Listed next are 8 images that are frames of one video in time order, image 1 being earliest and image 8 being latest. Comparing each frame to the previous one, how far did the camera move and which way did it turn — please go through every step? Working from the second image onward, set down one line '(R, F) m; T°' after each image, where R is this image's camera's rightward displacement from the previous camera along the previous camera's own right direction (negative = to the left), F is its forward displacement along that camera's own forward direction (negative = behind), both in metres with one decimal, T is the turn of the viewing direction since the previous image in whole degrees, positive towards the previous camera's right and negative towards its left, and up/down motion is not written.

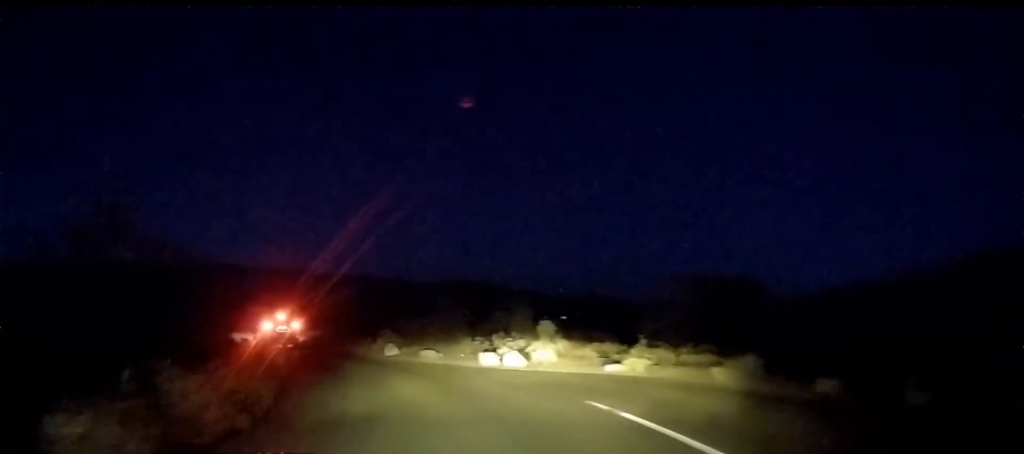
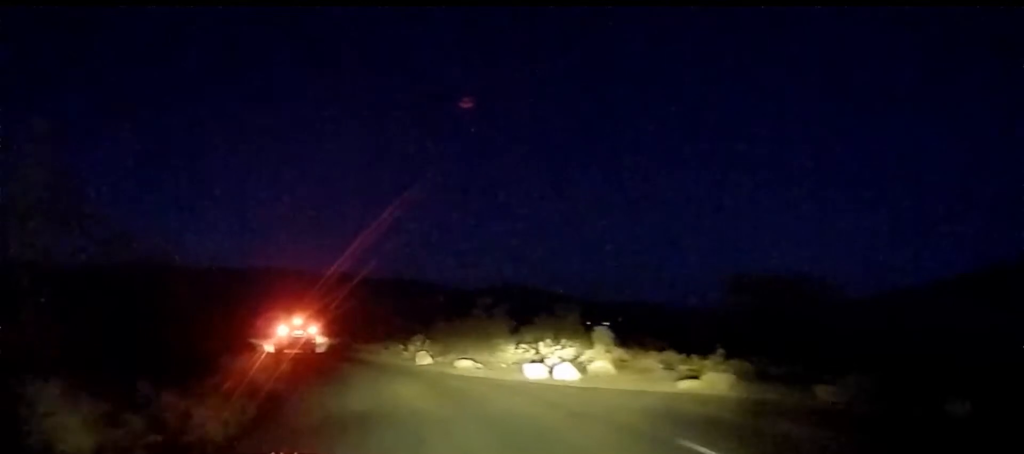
(-0.2, +2.7) m; -1°
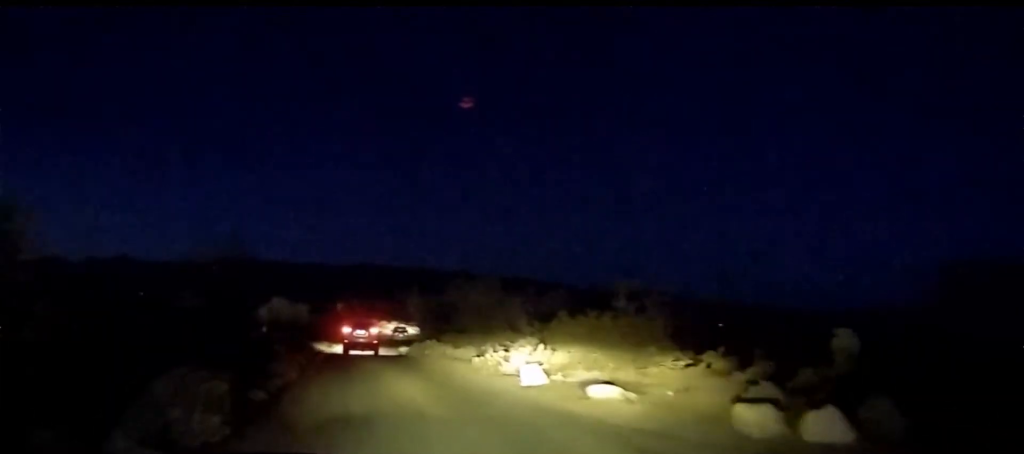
(+0.1, +7.2) m; -10°
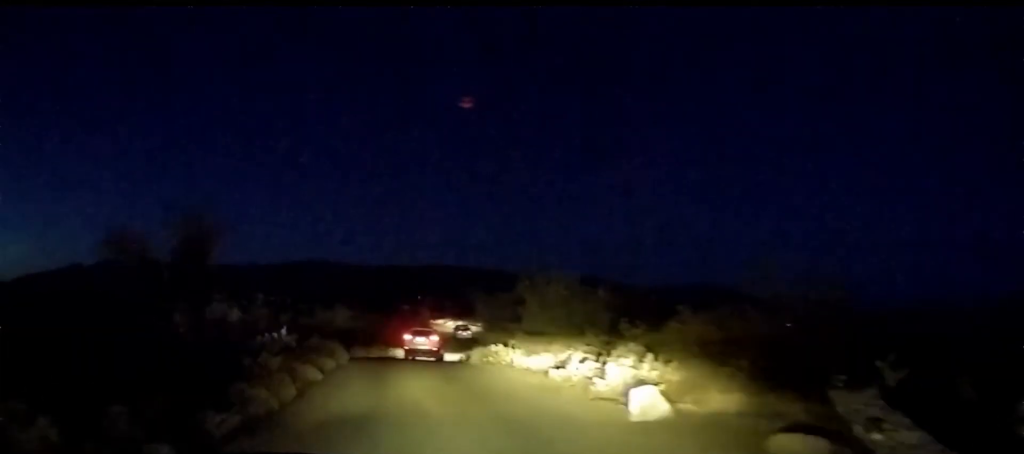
(-0.7, +4.2) m; -14°
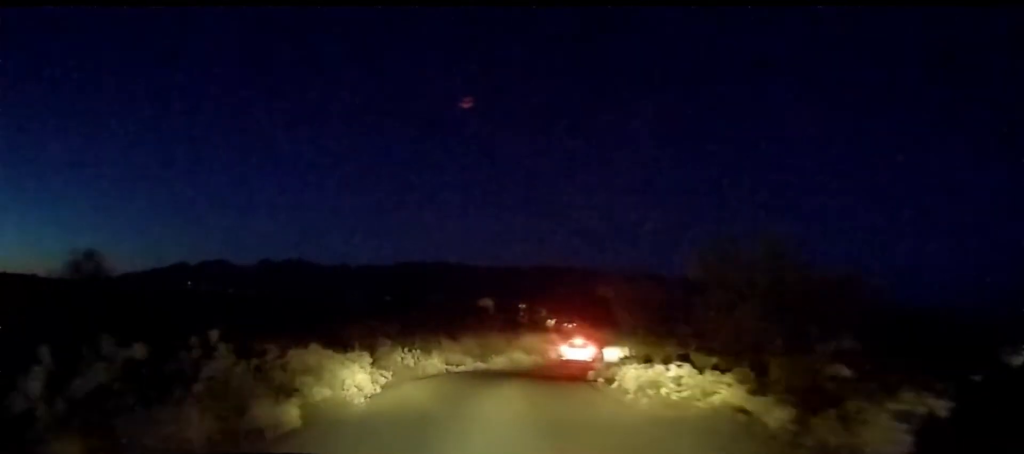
(-1.3, +8.6) m; -10°
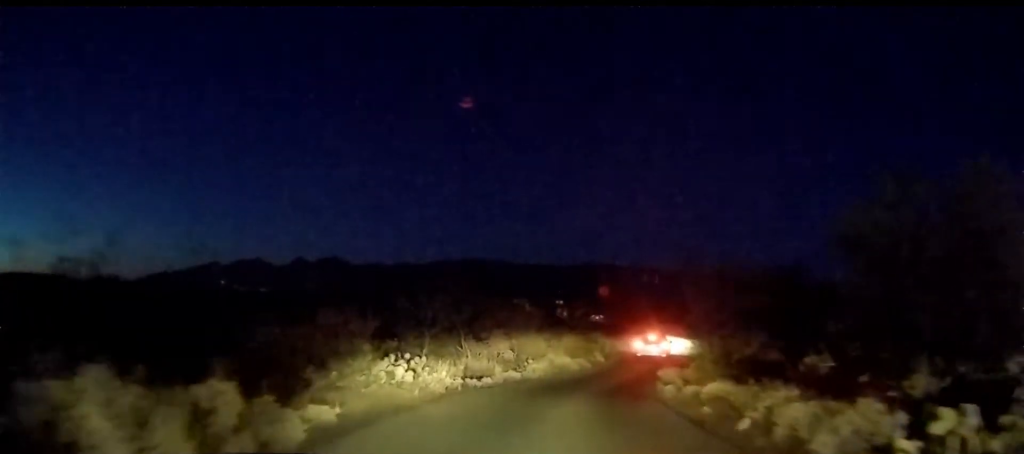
(0.0, +5.5) m; 0°
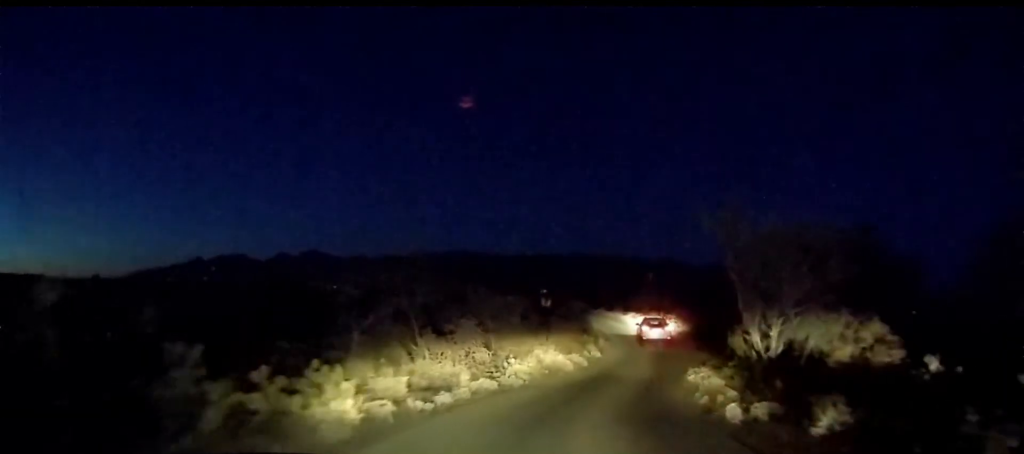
(0.0, +5.4) m; 0°
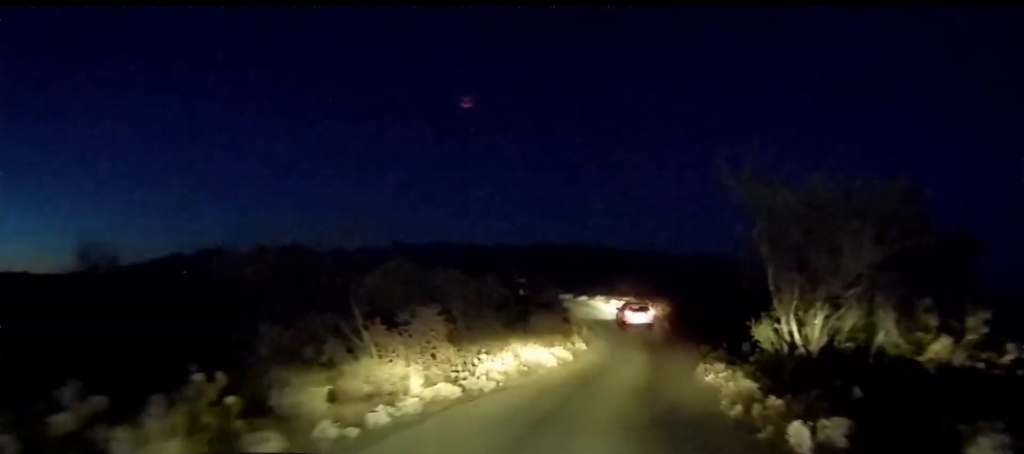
(0.0, +2.8) m; 0°
